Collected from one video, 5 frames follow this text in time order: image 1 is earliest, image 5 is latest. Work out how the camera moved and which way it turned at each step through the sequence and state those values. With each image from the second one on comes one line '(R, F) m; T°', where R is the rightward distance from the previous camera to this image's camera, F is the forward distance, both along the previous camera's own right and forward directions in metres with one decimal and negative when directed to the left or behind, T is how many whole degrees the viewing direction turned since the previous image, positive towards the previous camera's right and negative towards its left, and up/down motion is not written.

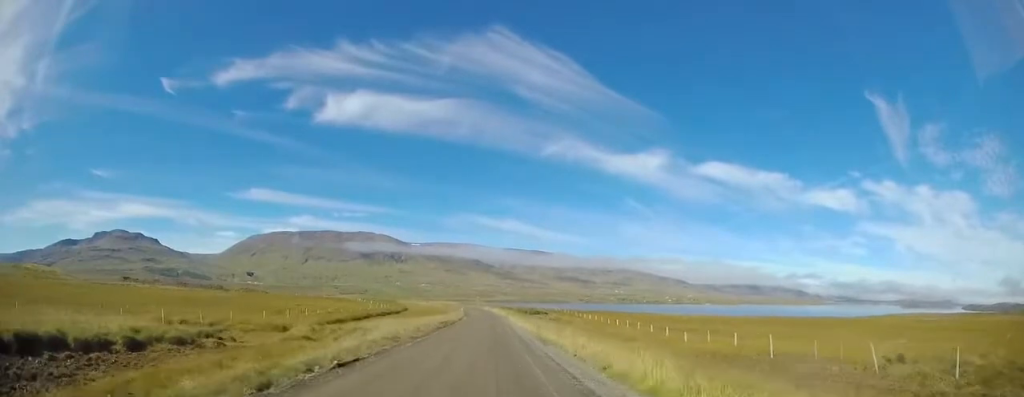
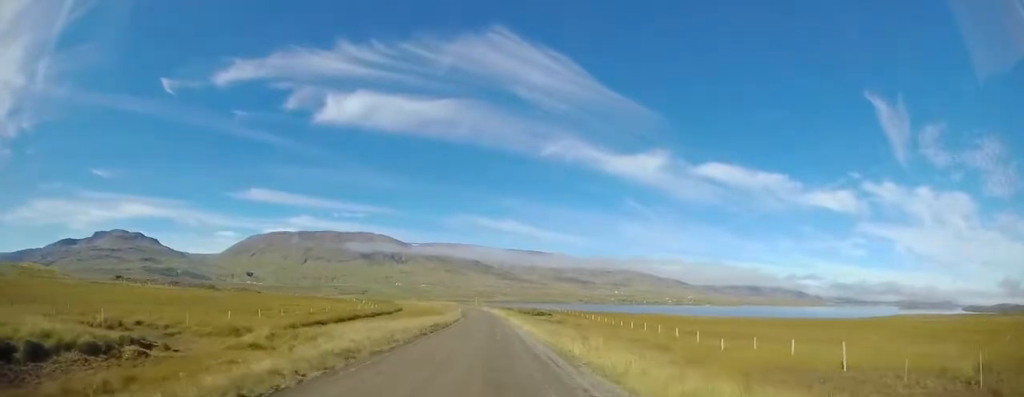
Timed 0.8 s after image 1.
(+0.1, +5.7) m; +1°
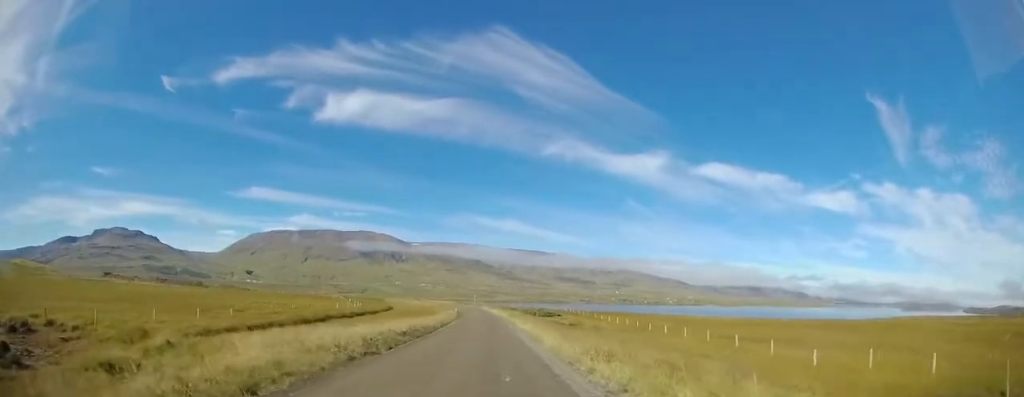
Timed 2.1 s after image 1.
(0.0, +9.2) m; 0°
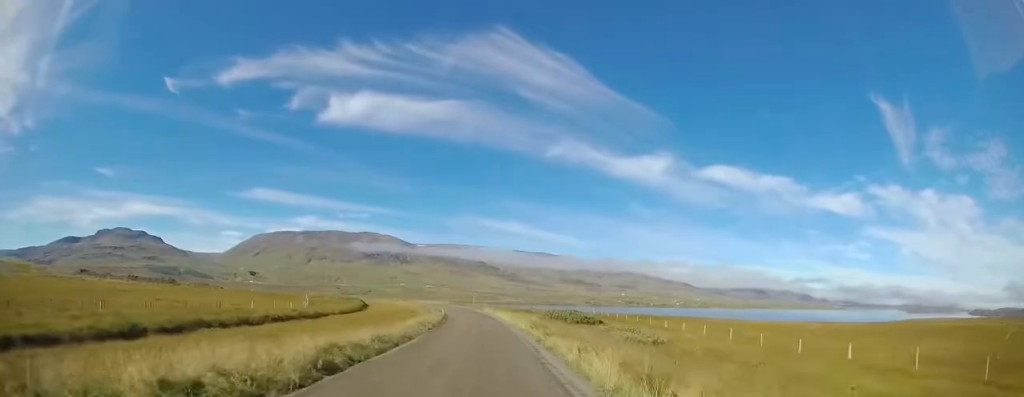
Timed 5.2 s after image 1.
(+0.6, +21.8) m; +1°
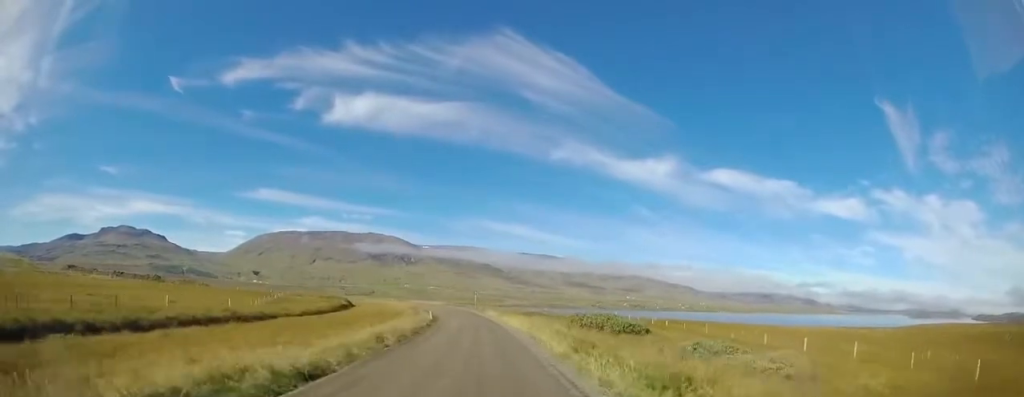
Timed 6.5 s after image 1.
(-0.4, +11.3) m; -2°
